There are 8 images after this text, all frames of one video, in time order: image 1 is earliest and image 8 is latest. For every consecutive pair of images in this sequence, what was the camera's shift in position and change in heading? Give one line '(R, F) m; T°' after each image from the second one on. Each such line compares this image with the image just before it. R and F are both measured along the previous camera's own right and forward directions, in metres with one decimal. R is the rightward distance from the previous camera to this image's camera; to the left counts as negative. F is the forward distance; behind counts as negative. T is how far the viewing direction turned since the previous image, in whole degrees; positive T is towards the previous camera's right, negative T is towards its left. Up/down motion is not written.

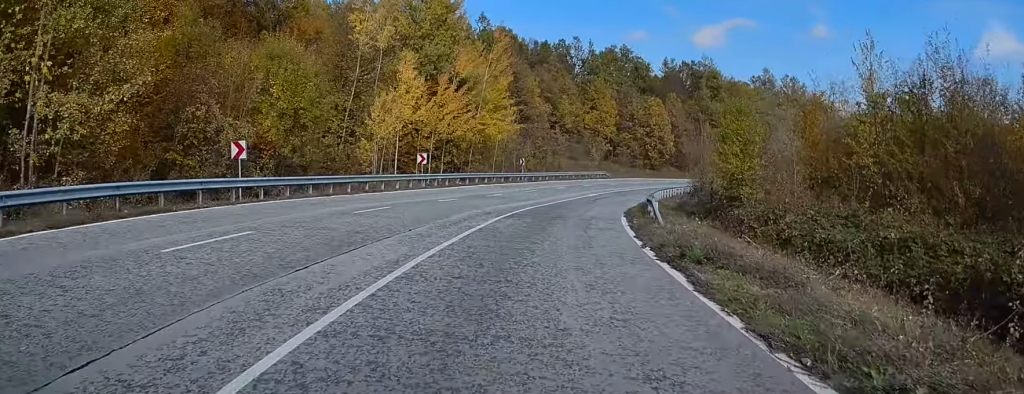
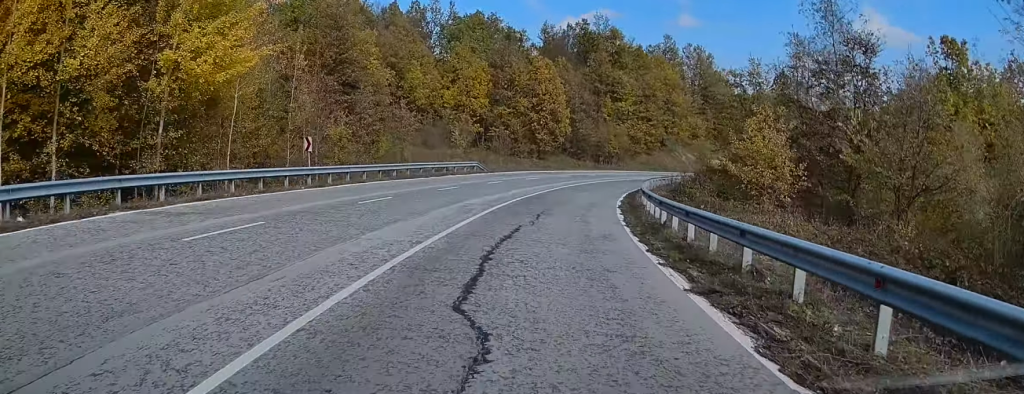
(+2.8, +34.5) m; +11°
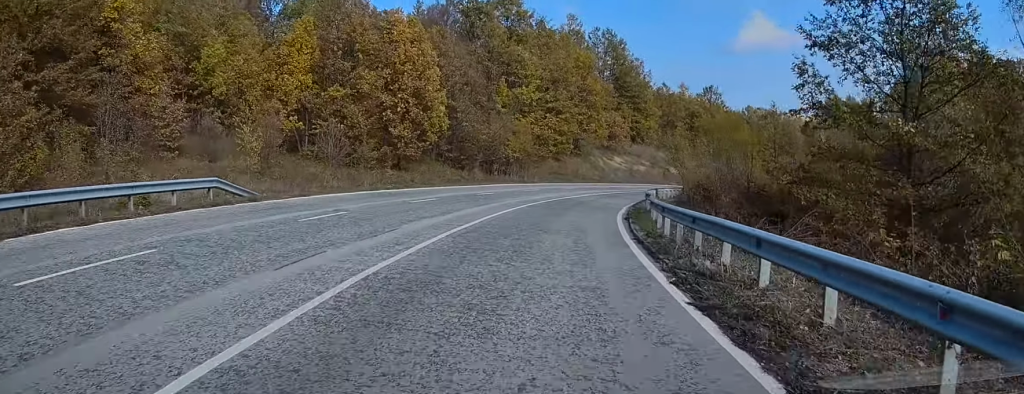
(+2.9, +29.9) m; +9°
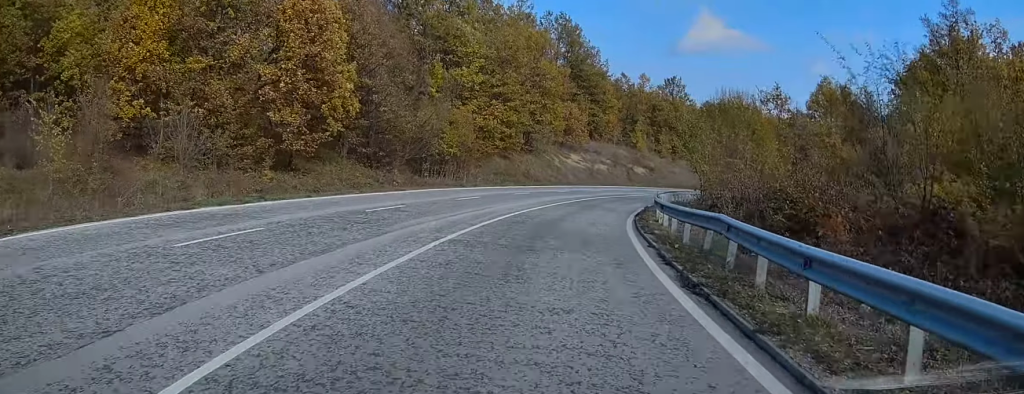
(+0.3, +13.9) m; +4°
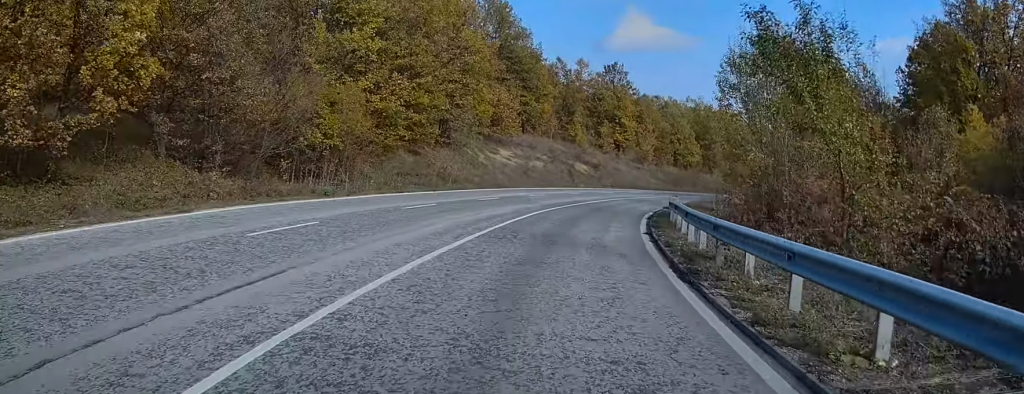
(+0.7, +15.9) m; +6°
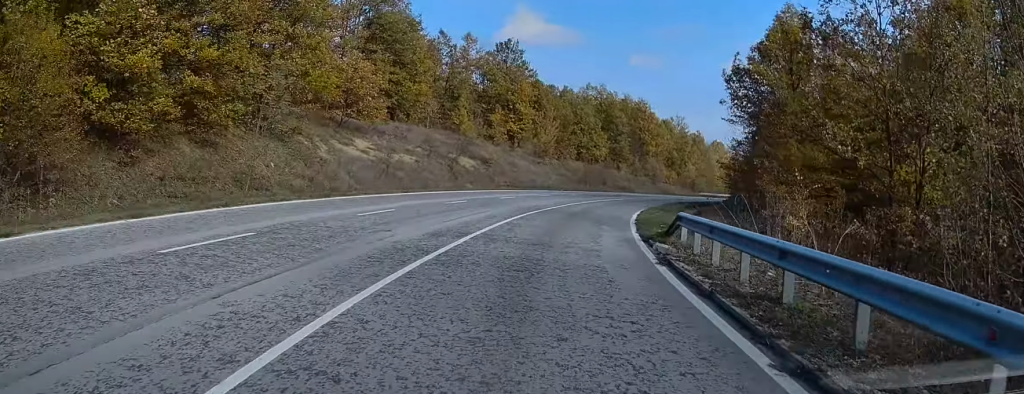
(+1.3, +19.4) m; +8°
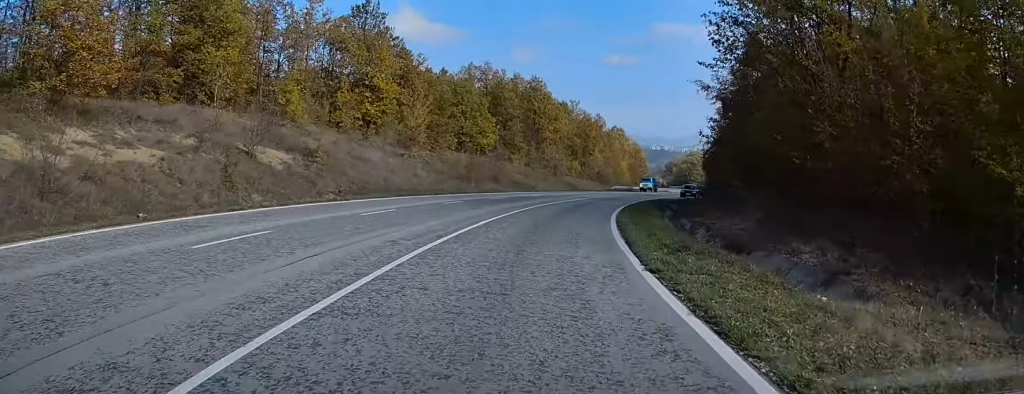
(+1.9, +24.7) m; +10°
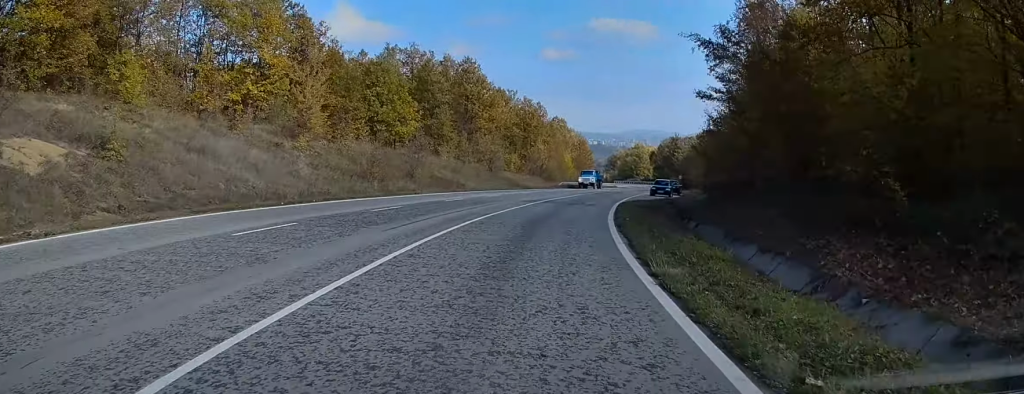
(+1.3, +16.4) m; +5°
